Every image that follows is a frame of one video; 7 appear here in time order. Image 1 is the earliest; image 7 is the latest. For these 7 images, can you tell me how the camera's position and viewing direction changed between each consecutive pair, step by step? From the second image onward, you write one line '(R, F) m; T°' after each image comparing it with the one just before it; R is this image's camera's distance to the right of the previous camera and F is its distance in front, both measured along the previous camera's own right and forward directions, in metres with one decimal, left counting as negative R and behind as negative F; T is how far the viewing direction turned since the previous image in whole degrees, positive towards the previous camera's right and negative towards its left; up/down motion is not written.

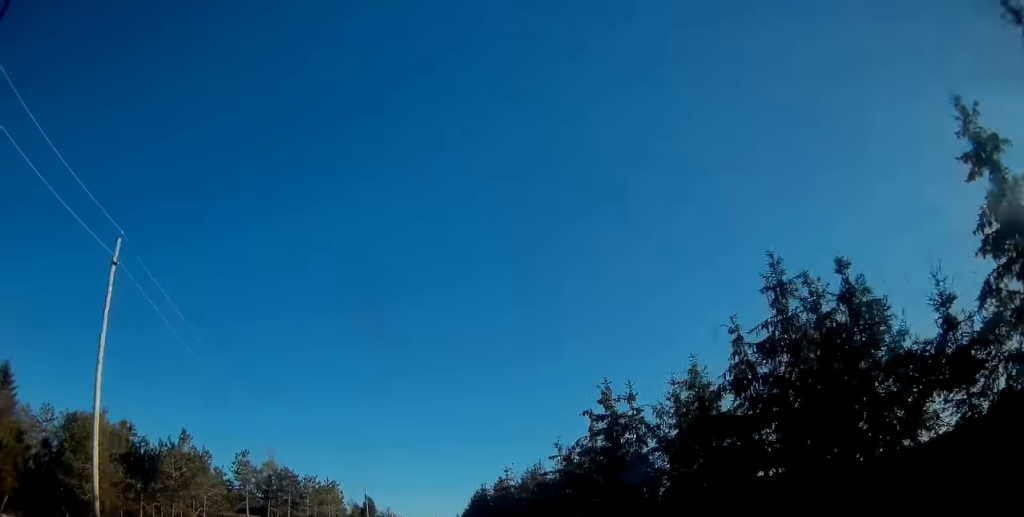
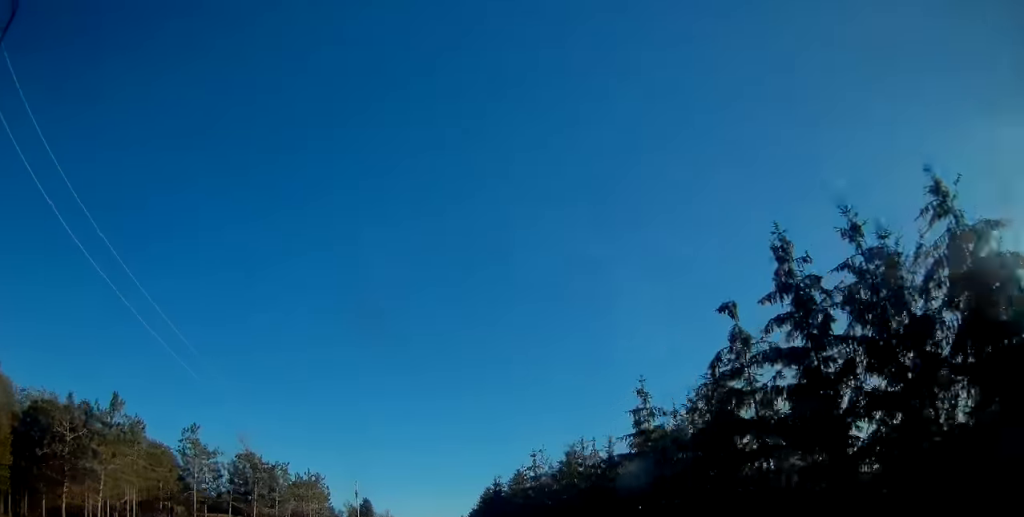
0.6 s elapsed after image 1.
(0.0, +14.6) m; 0°
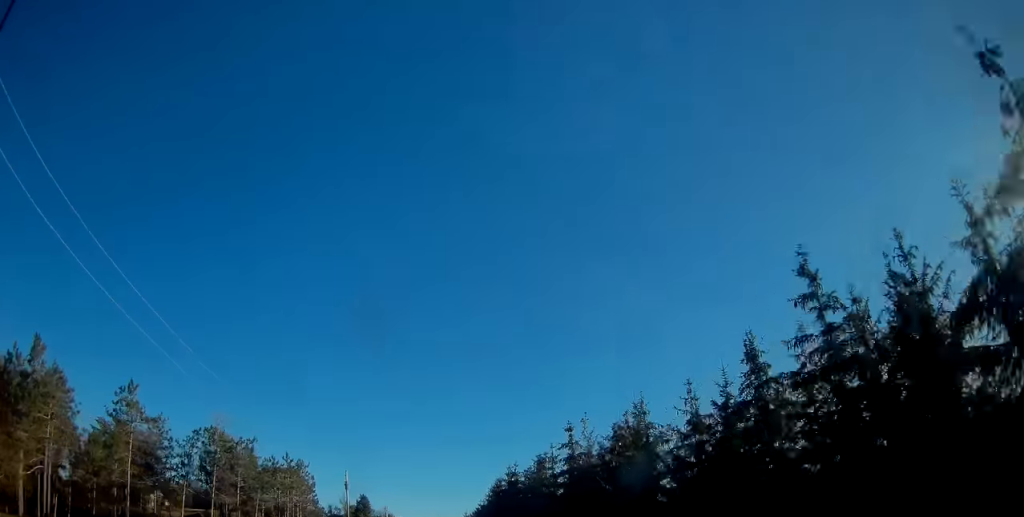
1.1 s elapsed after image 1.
(0.0, +11.5) m; 0°
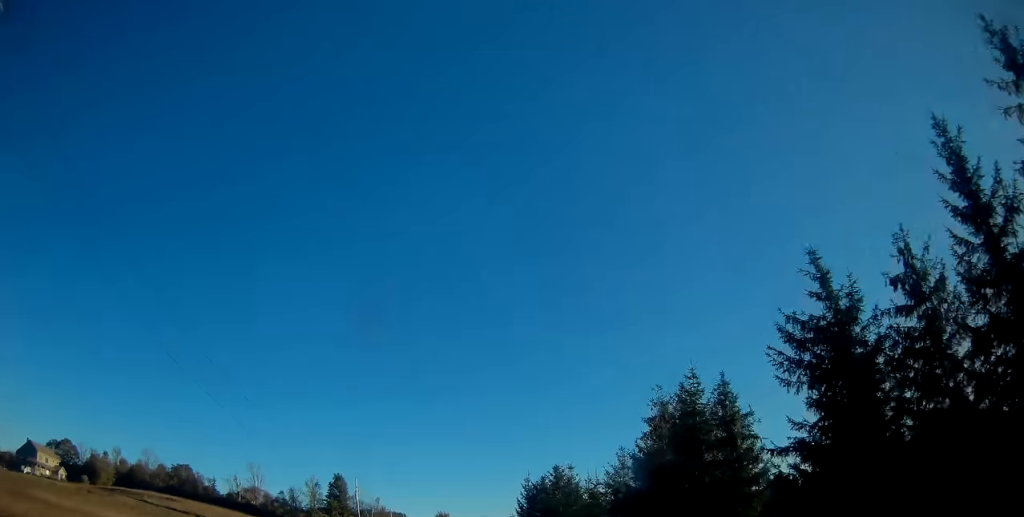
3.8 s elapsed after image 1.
(+0.2, +68.0) m; 0°
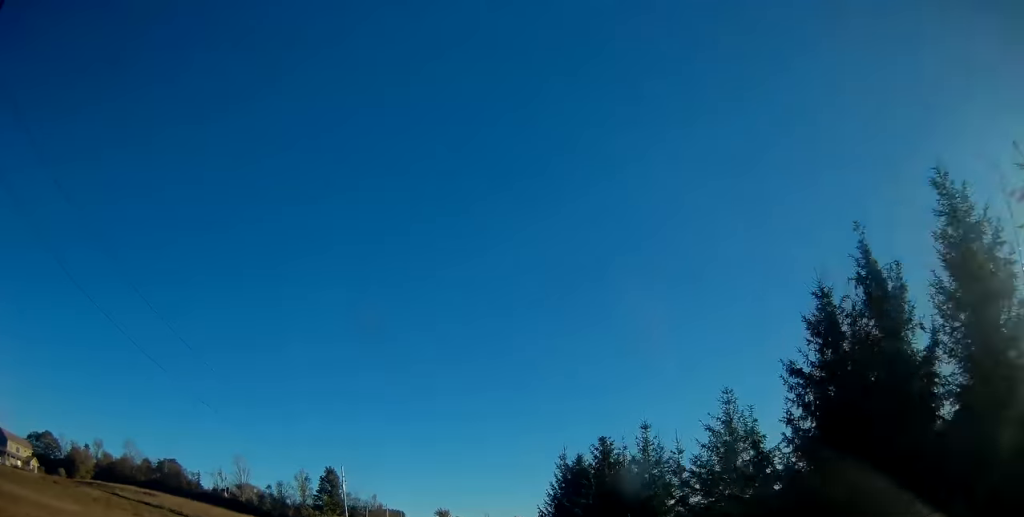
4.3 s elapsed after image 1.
(-0.2, +13.0) m; 0°
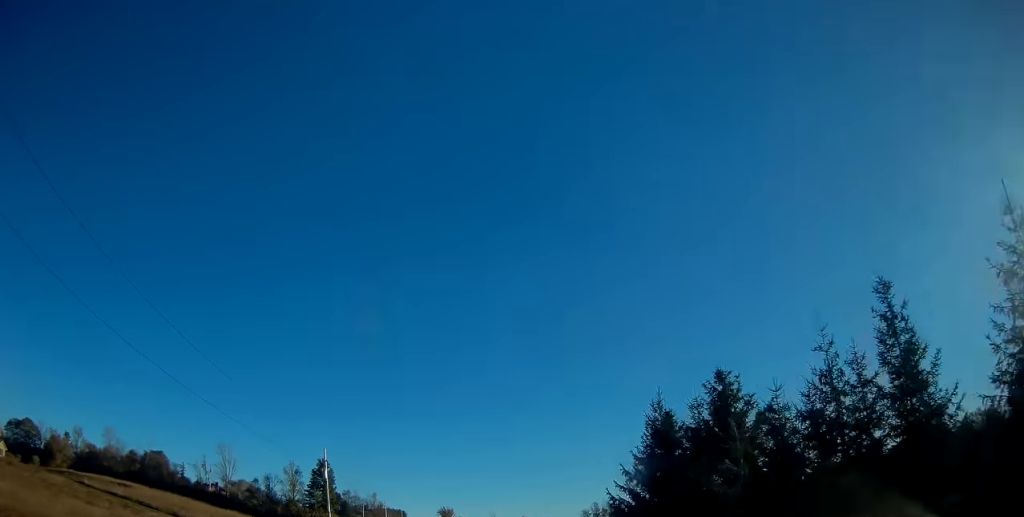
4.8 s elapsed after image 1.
(-0.1, +14.7) m; 0°
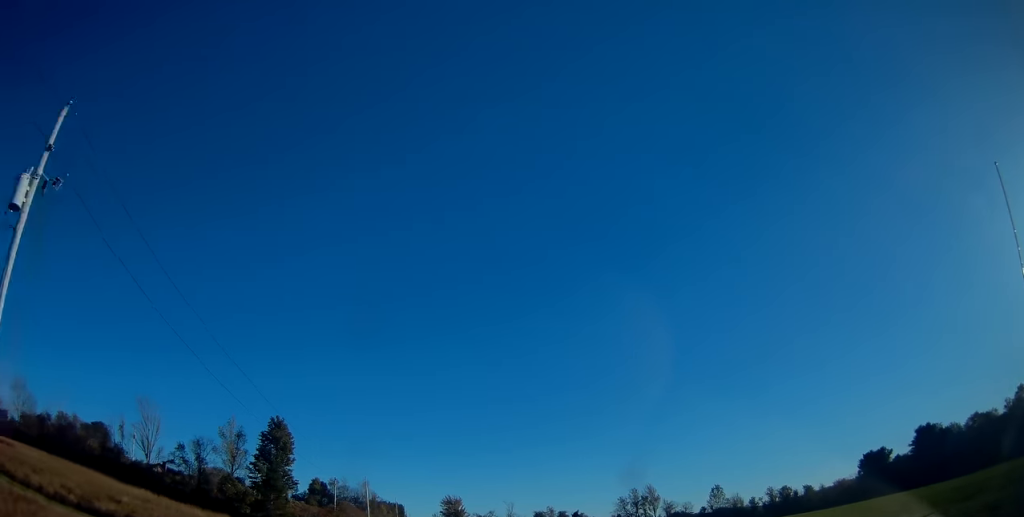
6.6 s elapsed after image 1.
(+0.7, +46.4) m; +1°
